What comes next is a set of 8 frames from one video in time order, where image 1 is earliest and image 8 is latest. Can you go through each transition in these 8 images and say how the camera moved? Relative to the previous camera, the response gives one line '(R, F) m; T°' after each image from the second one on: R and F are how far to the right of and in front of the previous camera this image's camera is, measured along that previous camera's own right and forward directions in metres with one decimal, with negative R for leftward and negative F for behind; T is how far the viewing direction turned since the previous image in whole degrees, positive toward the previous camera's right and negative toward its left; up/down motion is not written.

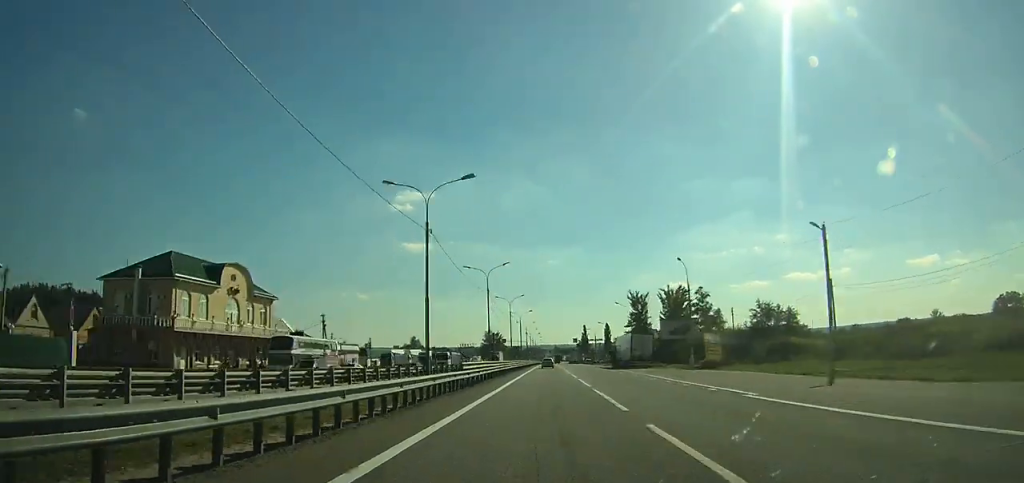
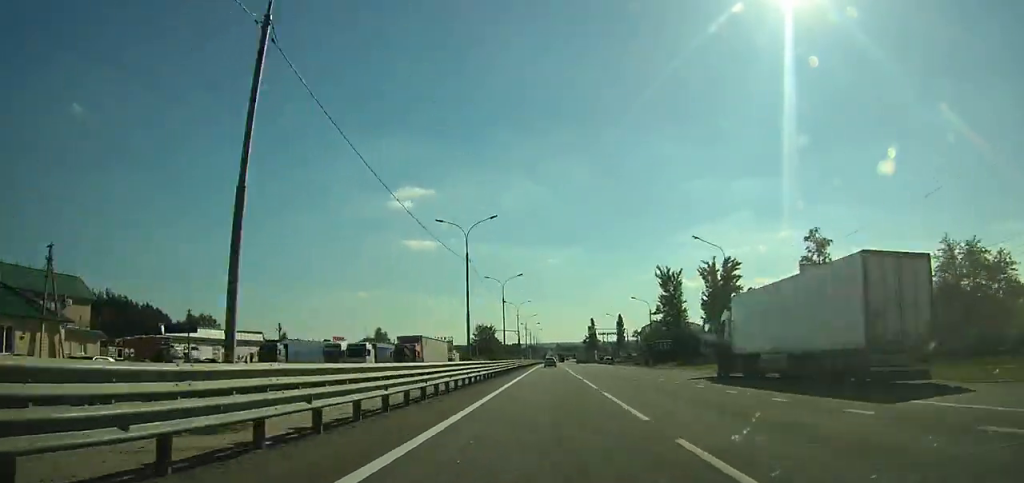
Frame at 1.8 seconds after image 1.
(0.0, +48.6) m; 0°
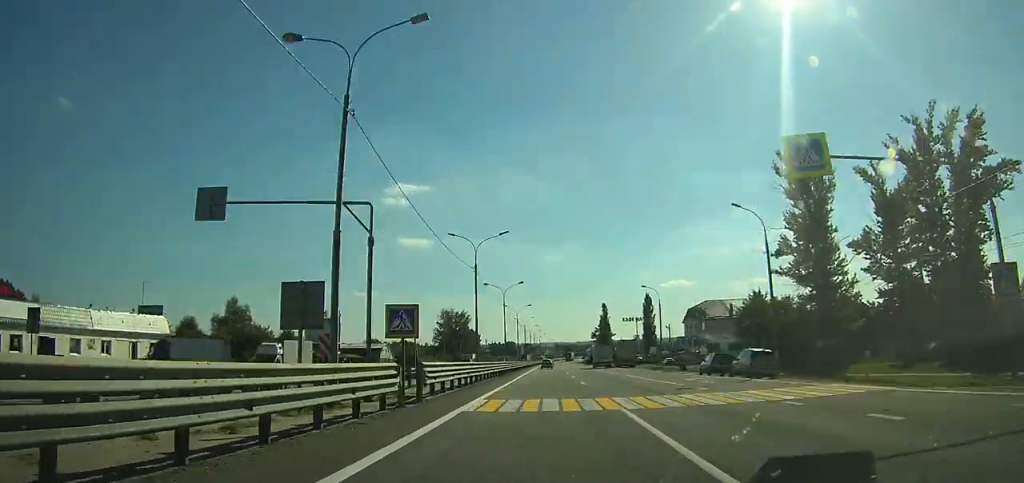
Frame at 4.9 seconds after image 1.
(+0.3, +83.5) m; 0°
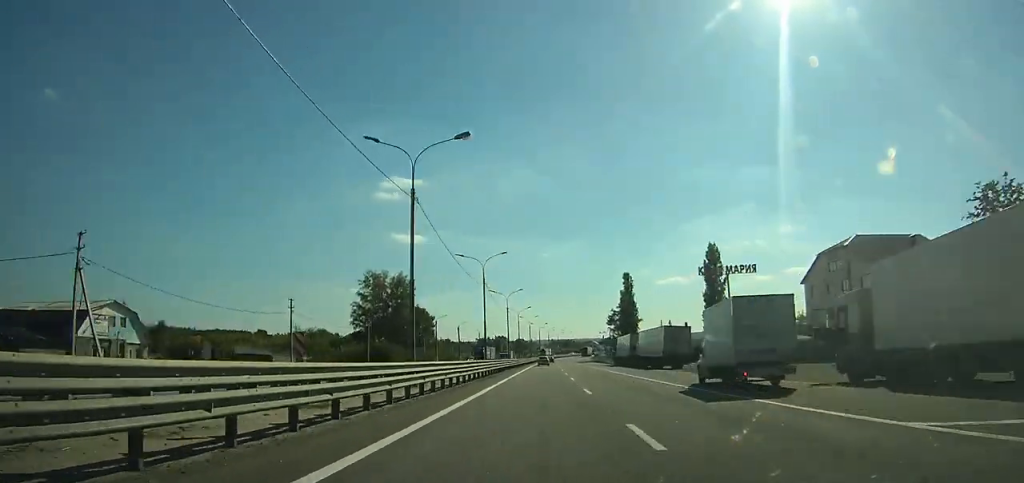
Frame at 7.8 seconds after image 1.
(+0.2, +81.2) m; +1°
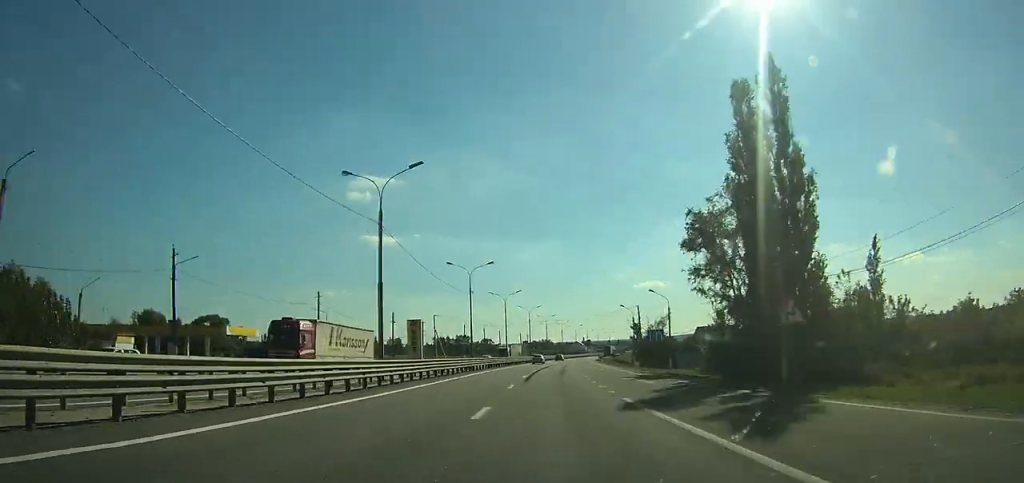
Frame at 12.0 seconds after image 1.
(+1.7, +119.5) m; +3°
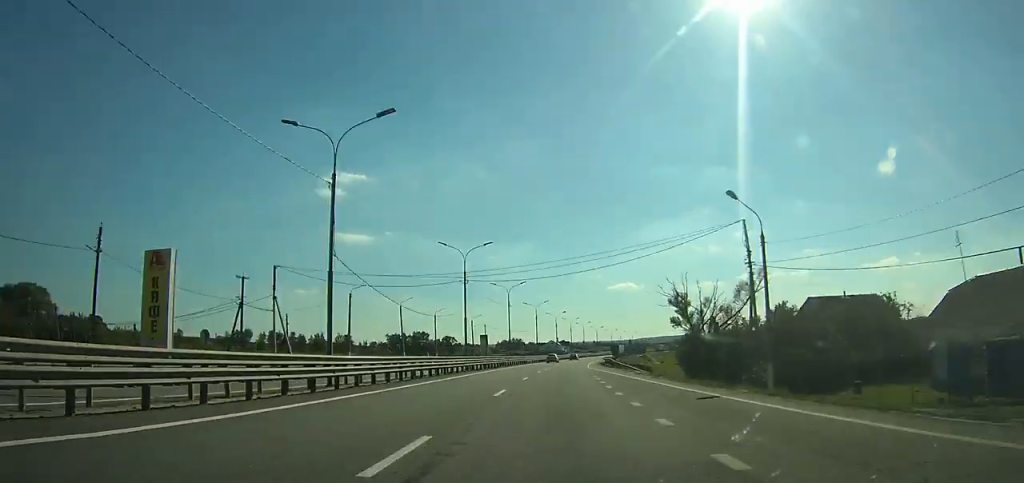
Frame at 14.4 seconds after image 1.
(+1.3, +66.5) m; +3°
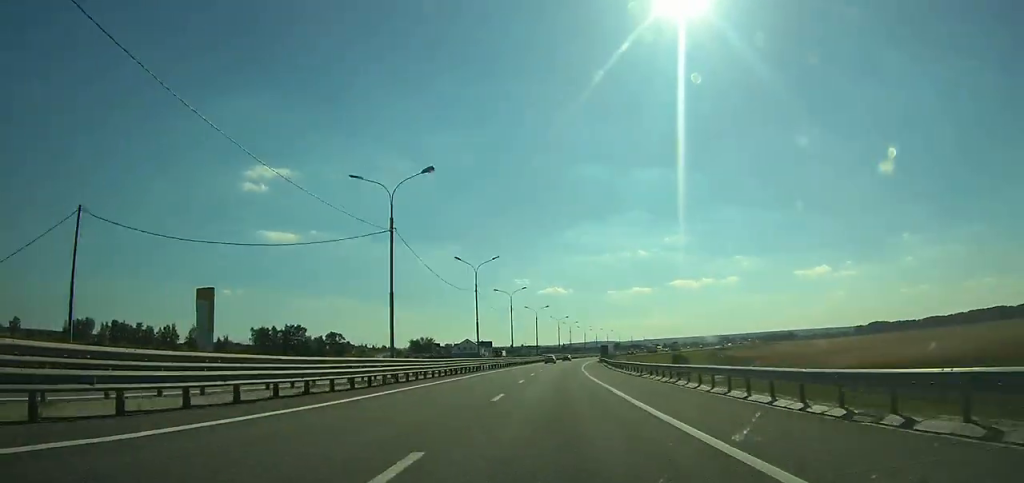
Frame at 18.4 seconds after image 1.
(+5.9, +107.7) m; +6°
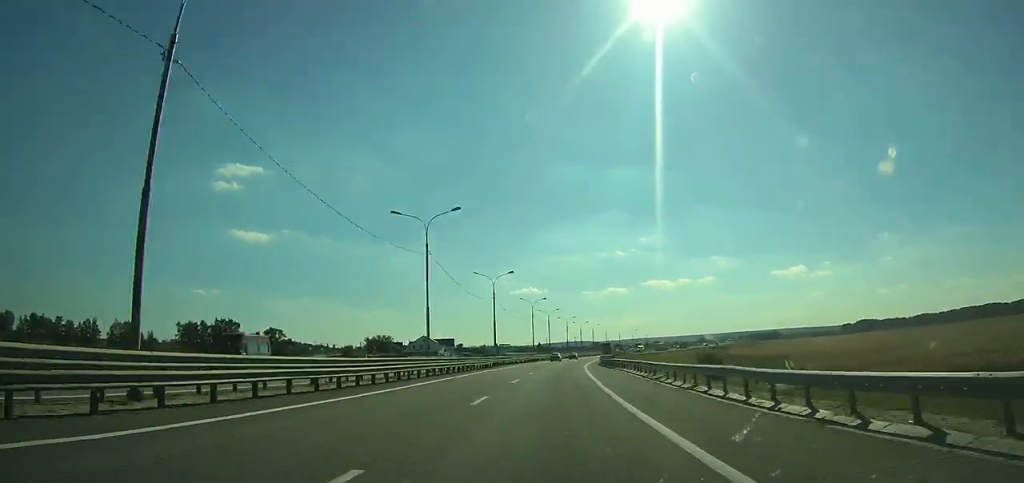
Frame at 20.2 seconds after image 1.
(+1.3, +48.1) m; +3°
